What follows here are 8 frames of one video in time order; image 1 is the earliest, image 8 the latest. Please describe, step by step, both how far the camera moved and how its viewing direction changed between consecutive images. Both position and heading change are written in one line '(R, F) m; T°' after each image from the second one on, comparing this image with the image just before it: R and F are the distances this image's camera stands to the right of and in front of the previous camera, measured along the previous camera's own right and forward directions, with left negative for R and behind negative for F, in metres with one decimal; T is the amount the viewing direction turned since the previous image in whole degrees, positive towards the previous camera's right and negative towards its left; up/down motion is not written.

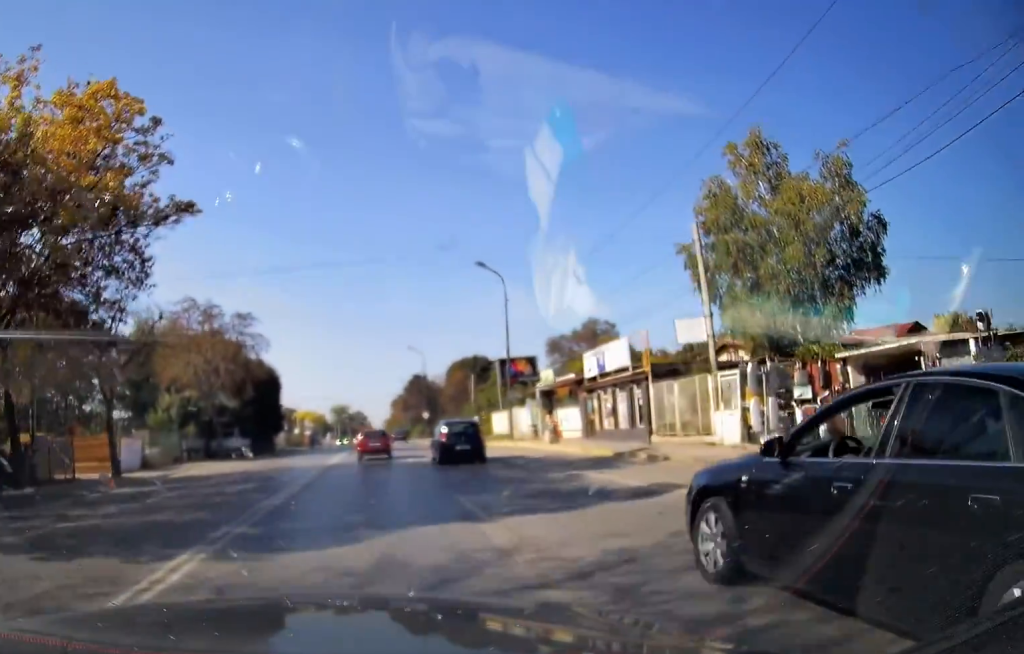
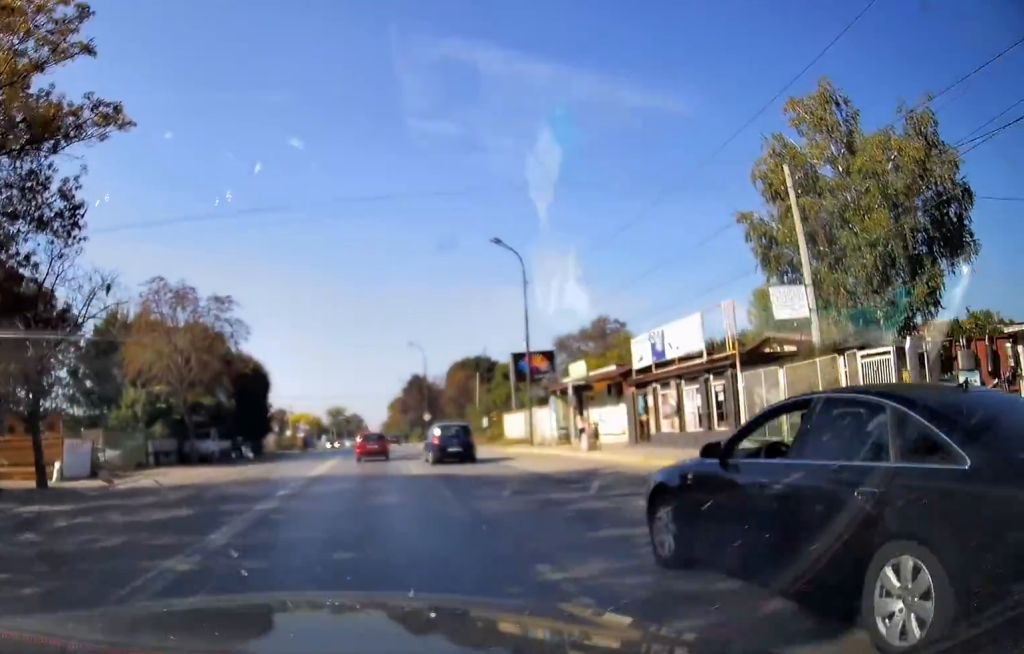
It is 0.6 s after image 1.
(-0.1, +4.8) m; -1°
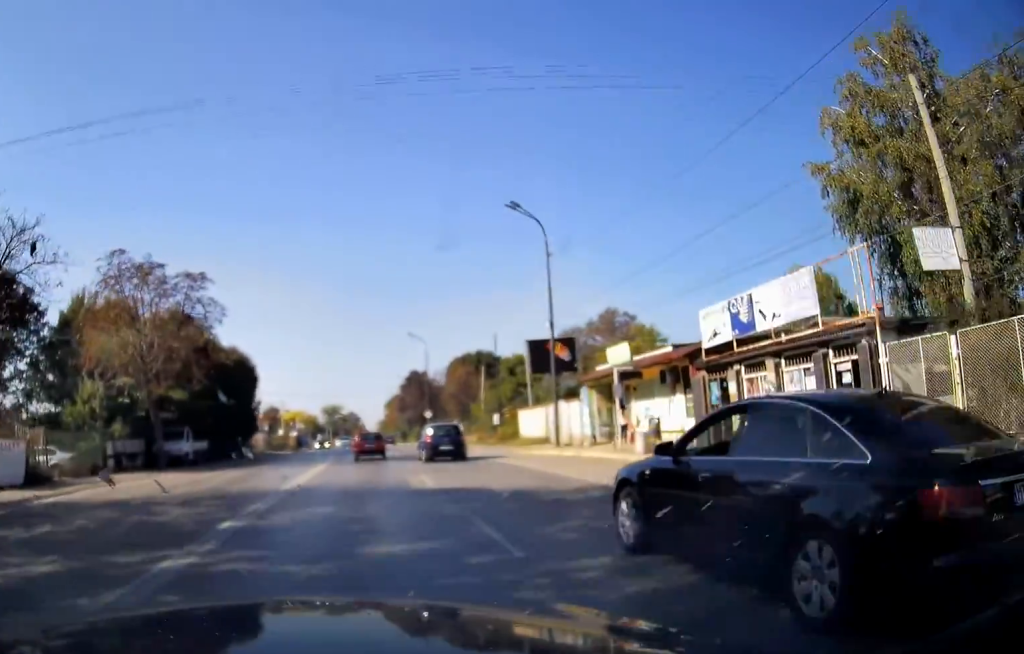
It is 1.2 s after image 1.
(0.0, +4.6) m; 0°
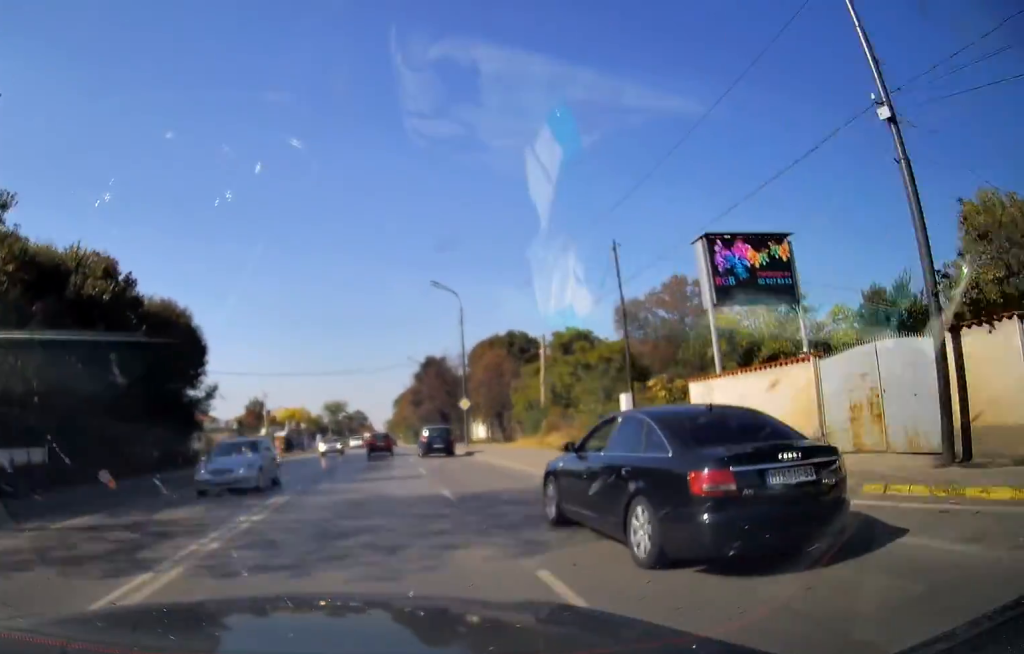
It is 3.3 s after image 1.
(0.0, +19.3) m; -1°
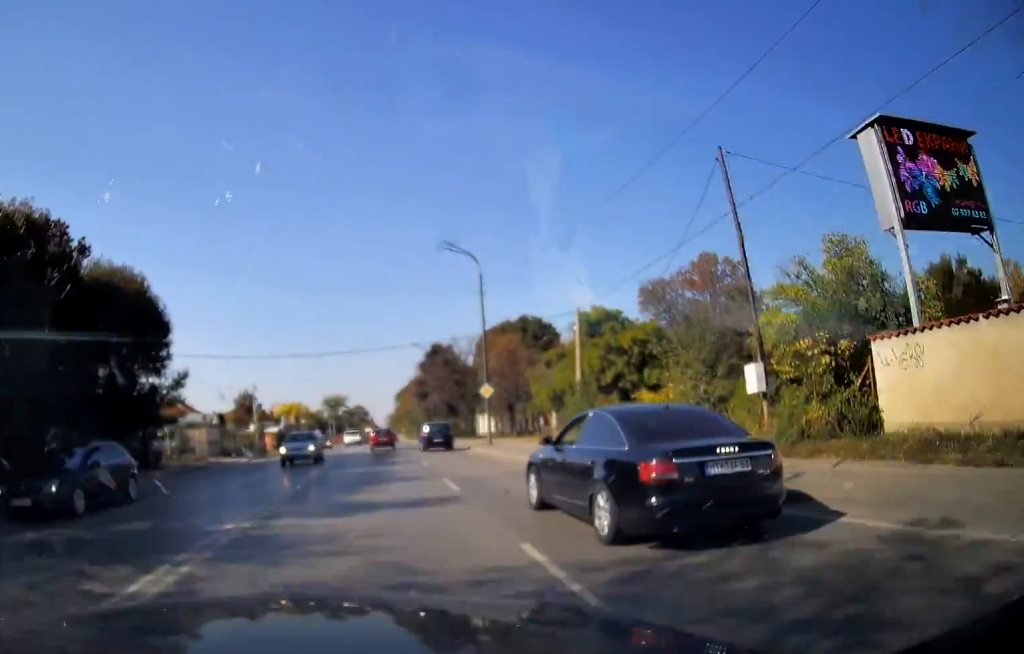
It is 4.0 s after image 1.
(-0.2, +7.3) m; 0°
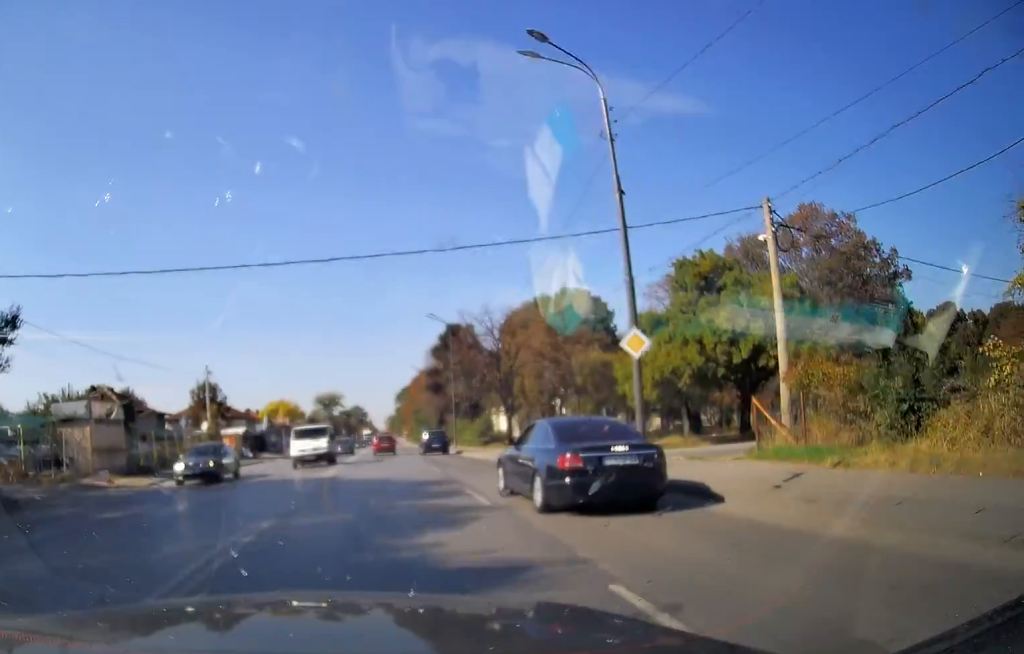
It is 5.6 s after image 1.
(+0.2, +18.6) m; 0°
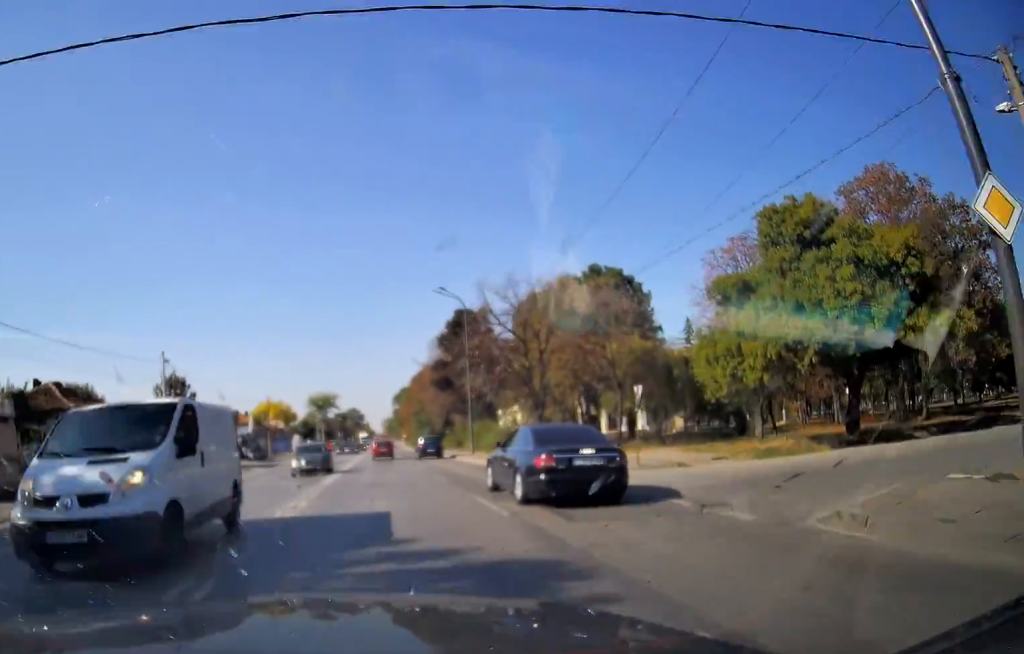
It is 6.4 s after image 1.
(-0.2, +9.5) m; -1°
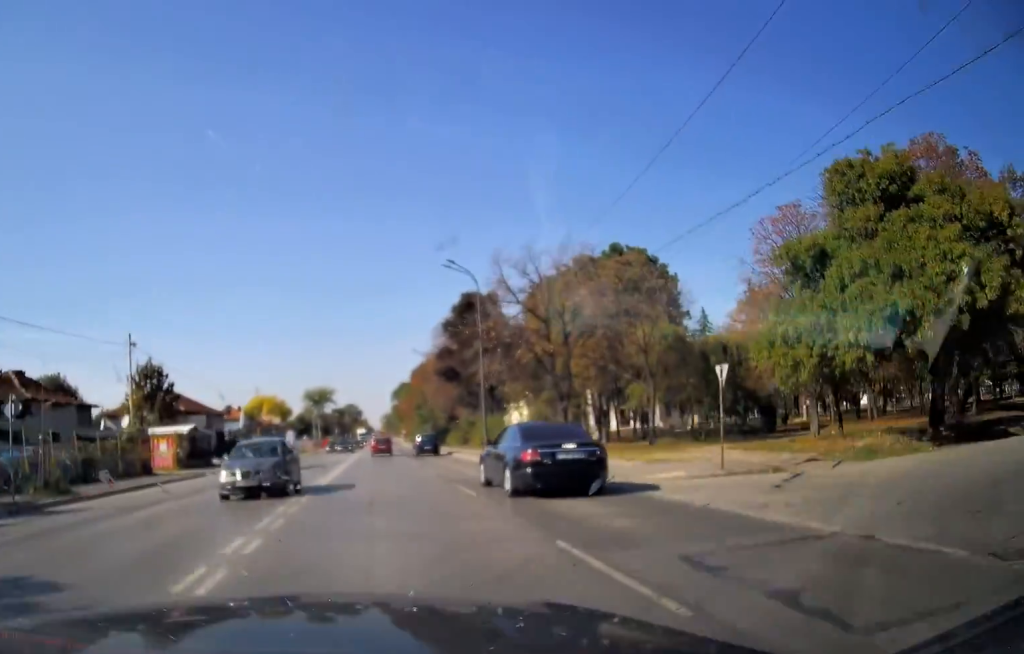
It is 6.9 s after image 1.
(0.0, +5.3) m; 0°
